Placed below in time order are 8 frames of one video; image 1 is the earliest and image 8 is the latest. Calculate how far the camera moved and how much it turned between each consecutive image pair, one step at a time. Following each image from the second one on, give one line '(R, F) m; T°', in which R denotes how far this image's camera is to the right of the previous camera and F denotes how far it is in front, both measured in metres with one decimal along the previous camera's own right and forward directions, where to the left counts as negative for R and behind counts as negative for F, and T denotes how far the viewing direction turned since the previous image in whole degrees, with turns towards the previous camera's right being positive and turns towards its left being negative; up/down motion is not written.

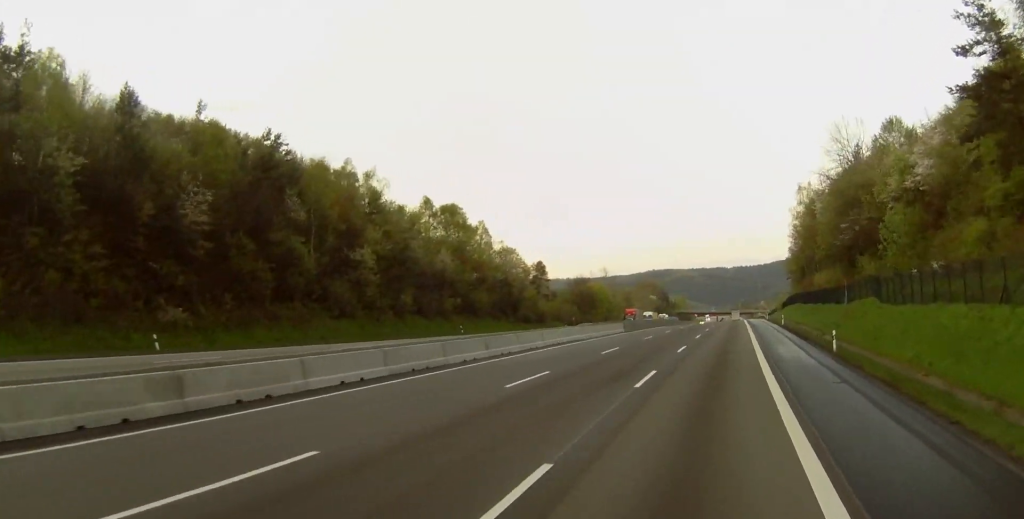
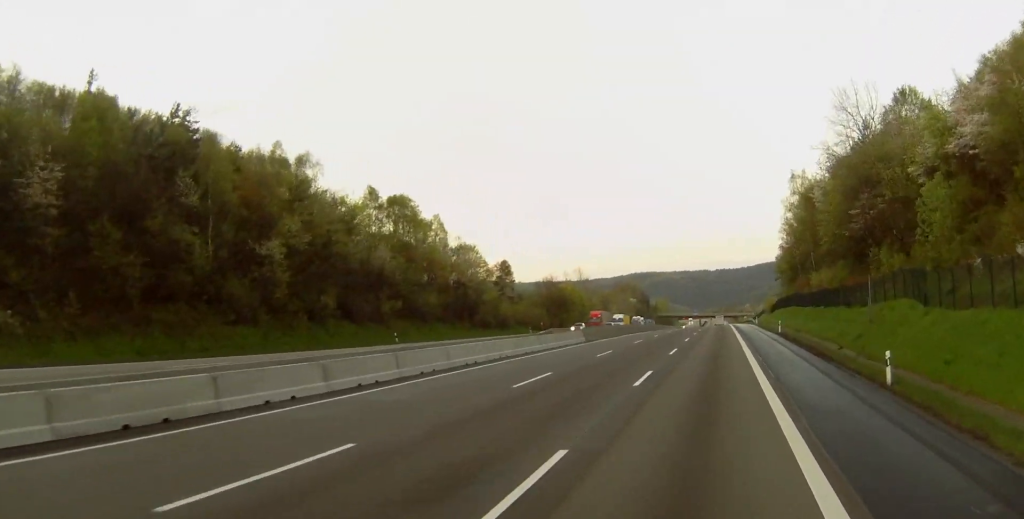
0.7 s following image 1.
(+0.3, +15.8) m; +1°
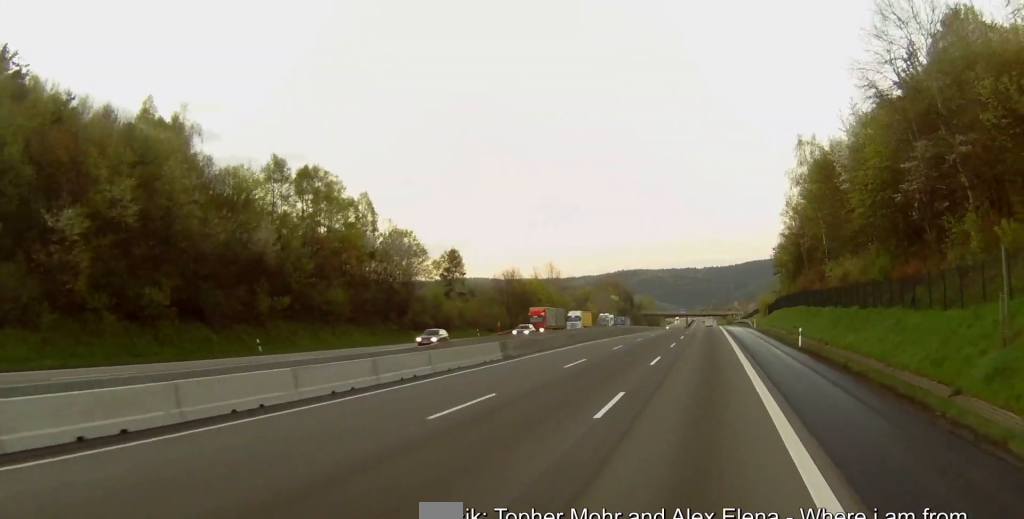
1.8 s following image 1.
(-0.1, +24.4) m; 0°
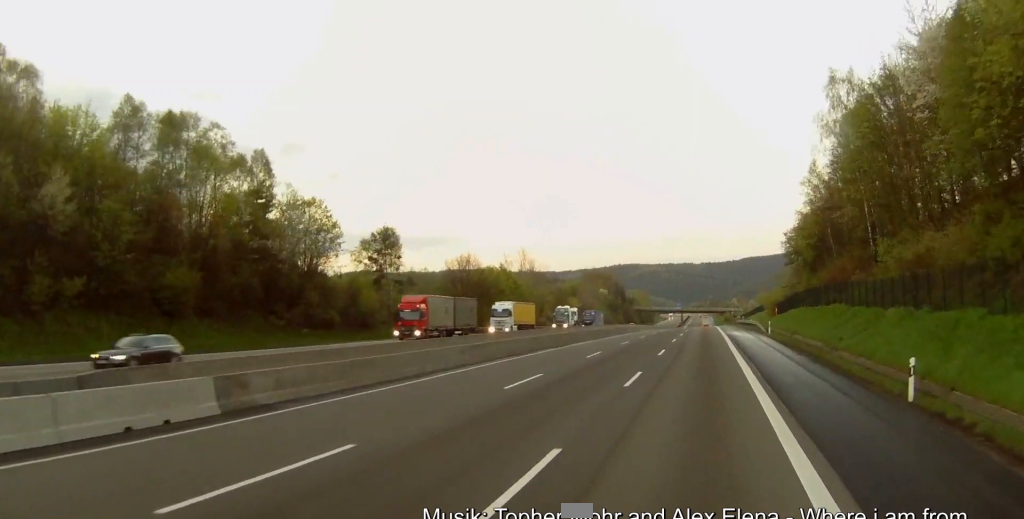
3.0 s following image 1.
(0.0, +27.4) m; 0°
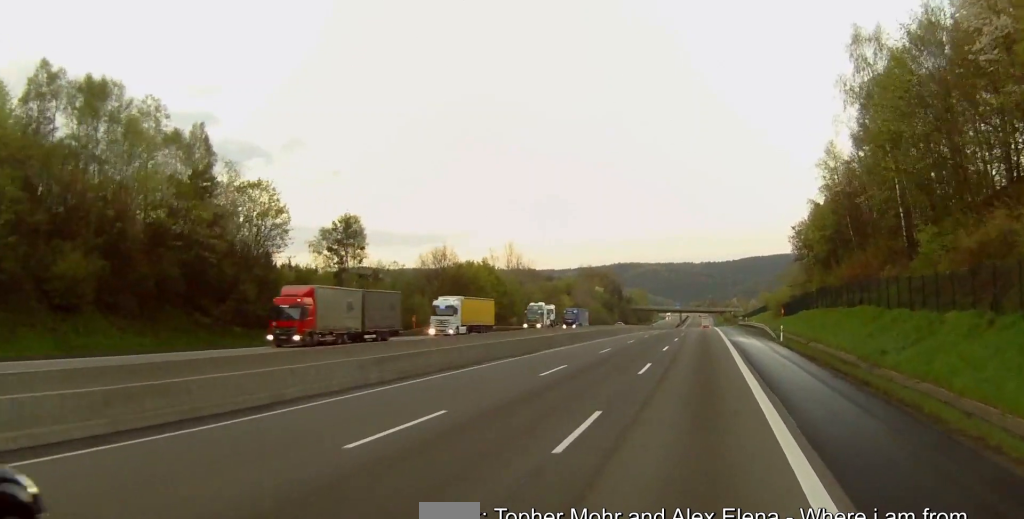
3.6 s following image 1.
(+0.1, +11.9) m; 0°
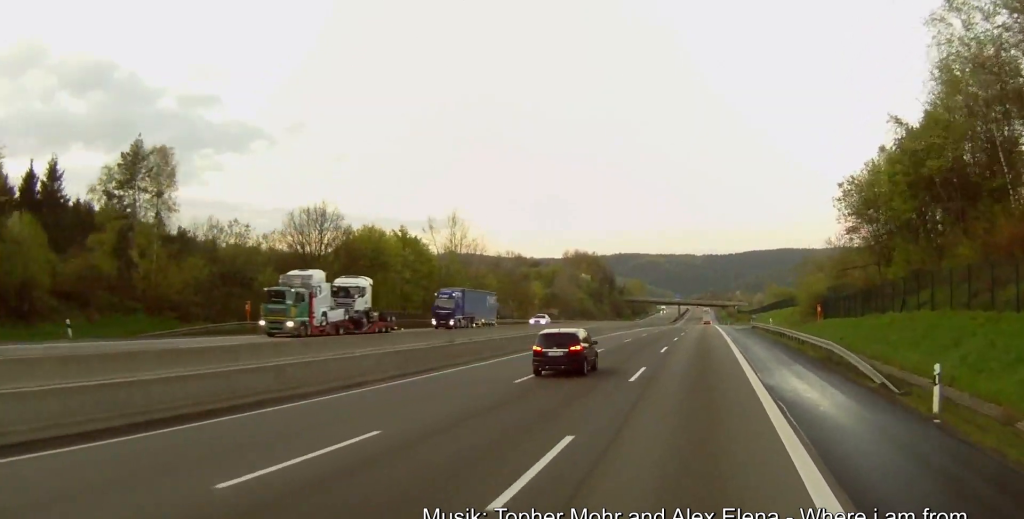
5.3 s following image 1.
(-0.4, +39.8) m; -1°
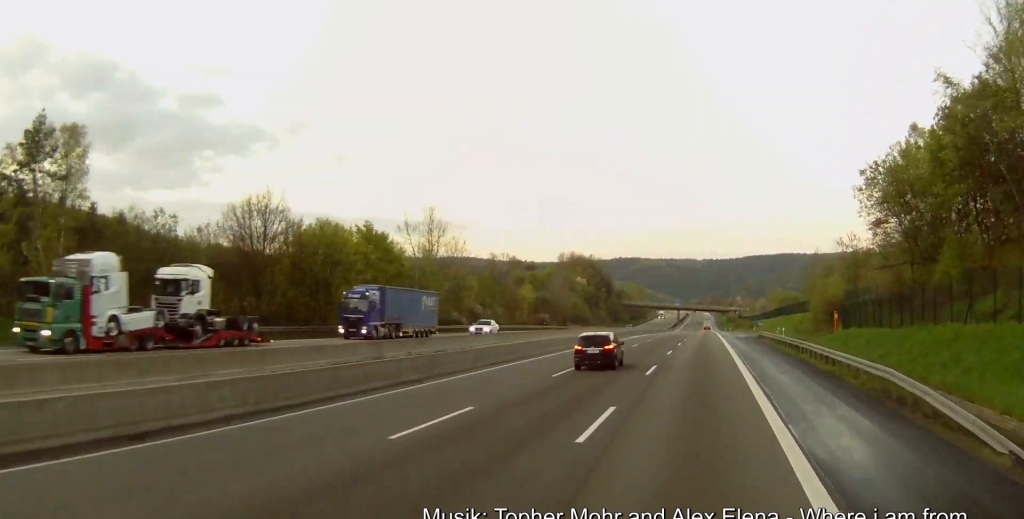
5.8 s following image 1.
(+0.1, +11.3) m; 0°
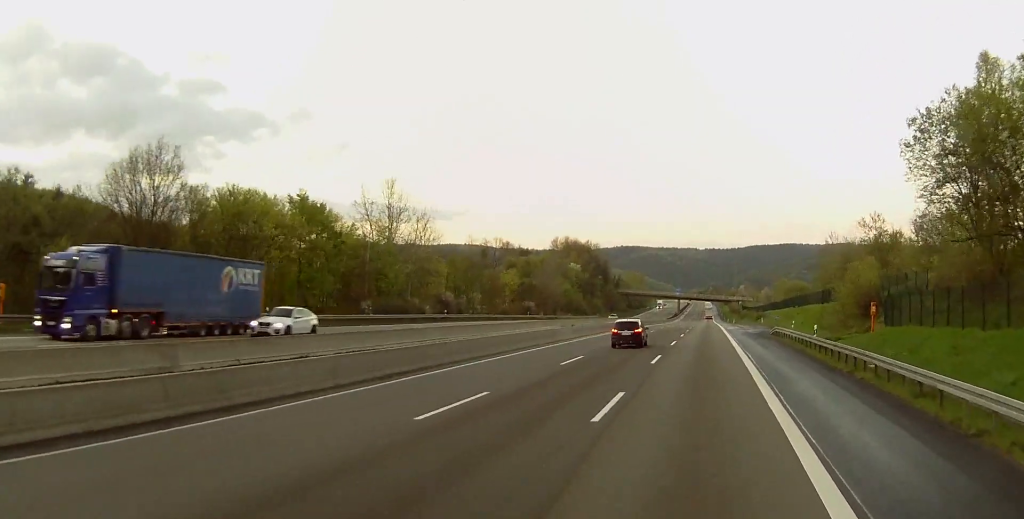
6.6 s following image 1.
(+0.1, +16.6) m; 0°
